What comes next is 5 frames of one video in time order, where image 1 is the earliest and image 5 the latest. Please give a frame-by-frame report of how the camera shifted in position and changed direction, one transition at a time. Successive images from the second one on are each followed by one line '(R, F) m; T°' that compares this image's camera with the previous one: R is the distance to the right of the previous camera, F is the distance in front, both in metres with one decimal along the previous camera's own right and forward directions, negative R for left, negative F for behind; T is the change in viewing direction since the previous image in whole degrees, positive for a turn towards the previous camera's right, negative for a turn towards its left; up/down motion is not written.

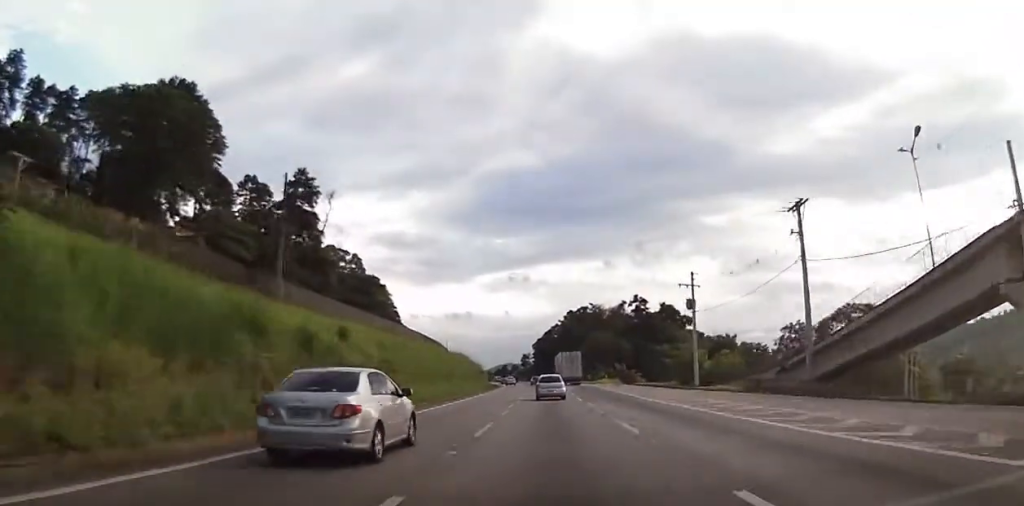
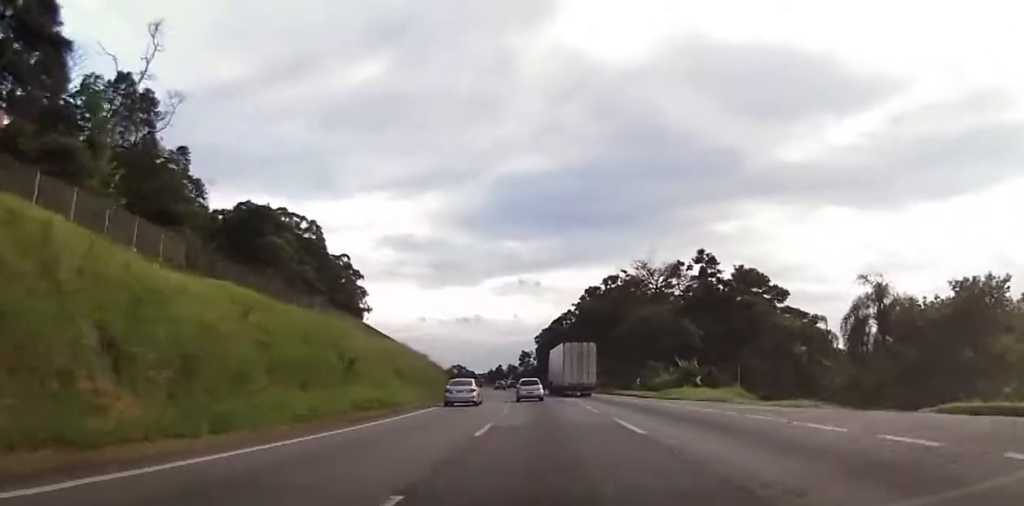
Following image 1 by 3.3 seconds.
(+0.9, +62.2) m; +1°
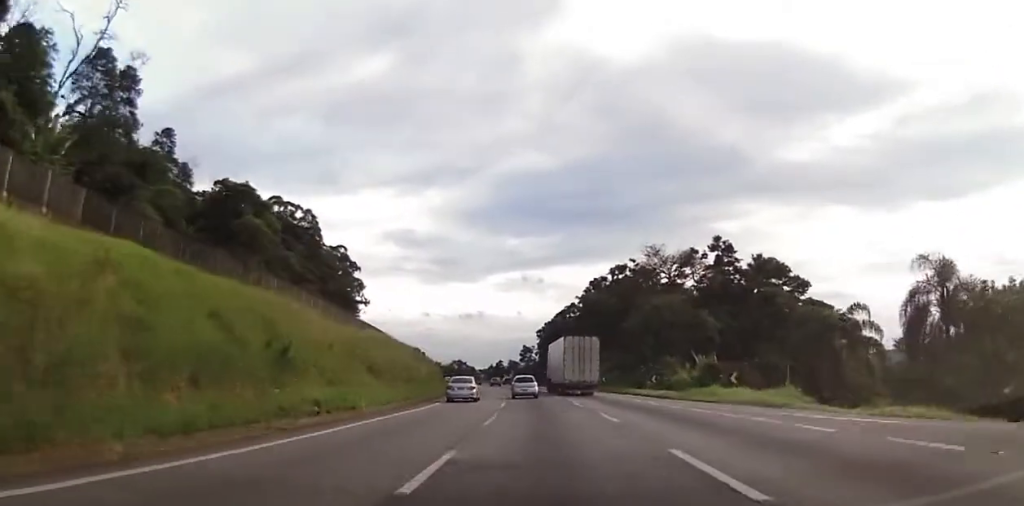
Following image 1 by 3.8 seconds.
(0.0, +8.1) m; 0°
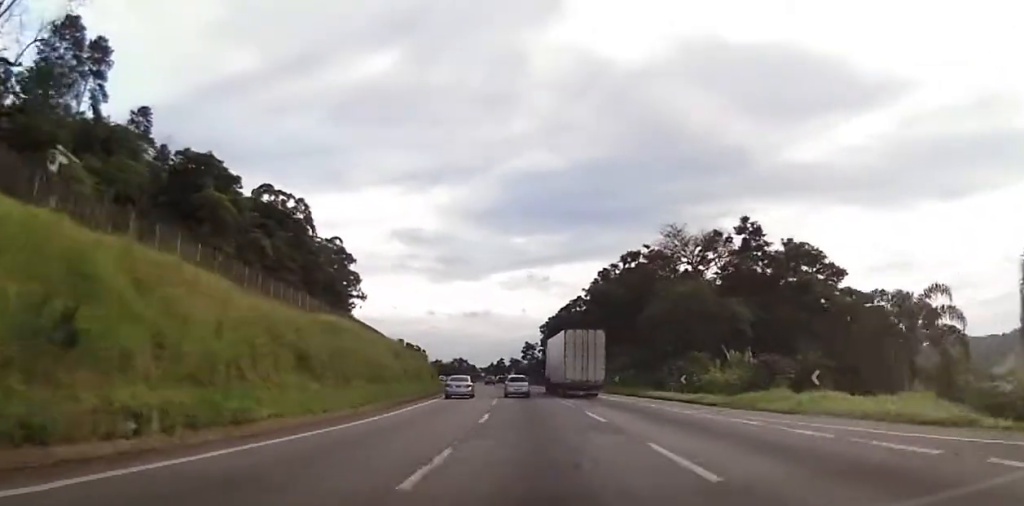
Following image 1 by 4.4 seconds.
(-0.2, +11.2) m; -1°
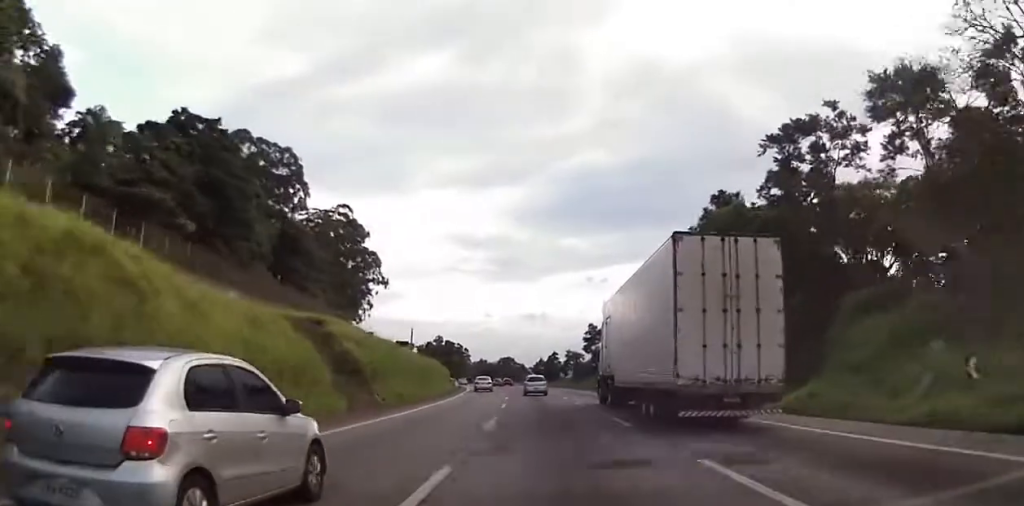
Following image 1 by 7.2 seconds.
(-2.7, +52.3) m; -5°
